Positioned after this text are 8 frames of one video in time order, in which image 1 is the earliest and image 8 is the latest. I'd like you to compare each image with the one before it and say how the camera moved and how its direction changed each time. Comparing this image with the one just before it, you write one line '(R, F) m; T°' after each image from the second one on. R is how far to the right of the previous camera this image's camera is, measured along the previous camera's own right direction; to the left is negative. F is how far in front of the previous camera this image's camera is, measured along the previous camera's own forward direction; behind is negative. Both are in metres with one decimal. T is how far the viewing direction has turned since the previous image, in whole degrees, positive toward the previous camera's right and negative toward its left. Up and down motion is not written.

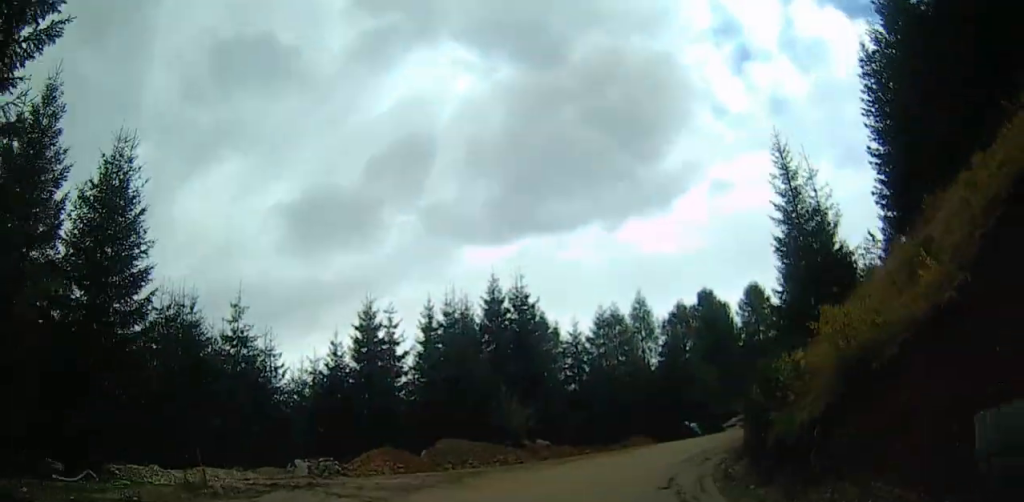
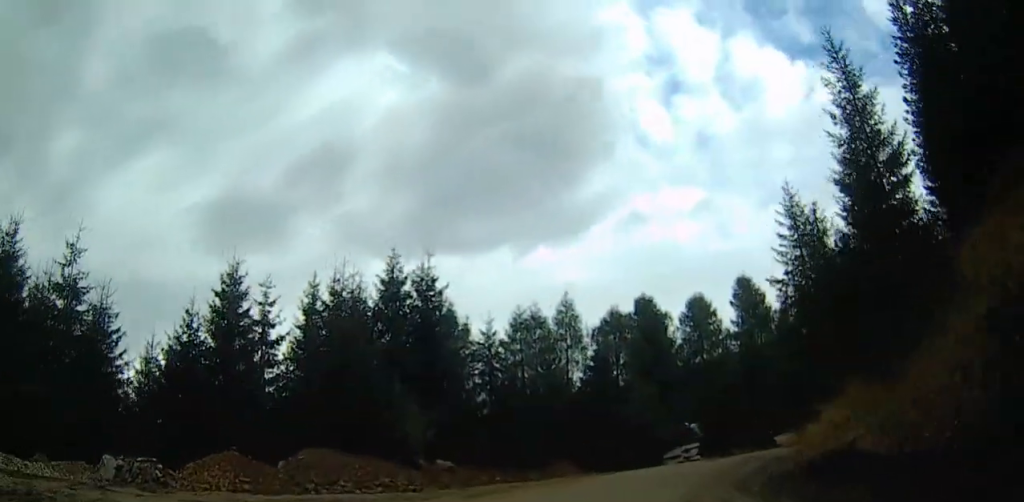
(+1.0, +9.6) m; +13°
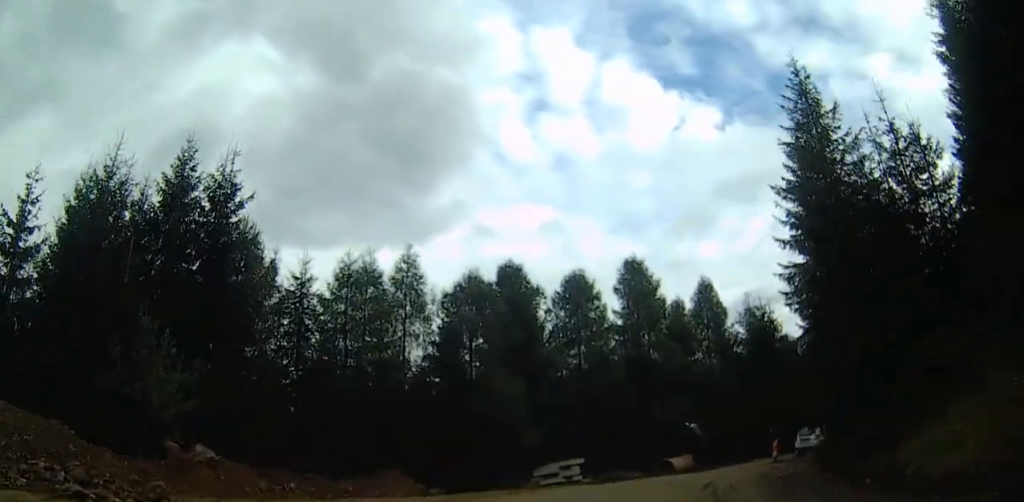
(+2.2, +14.5) m; +17°
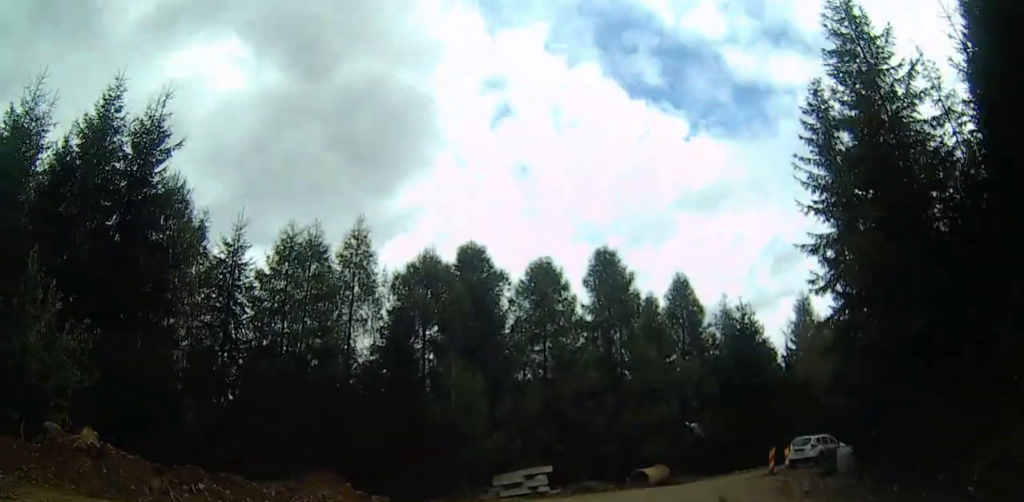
(+0.2, +5.0) m; +7°
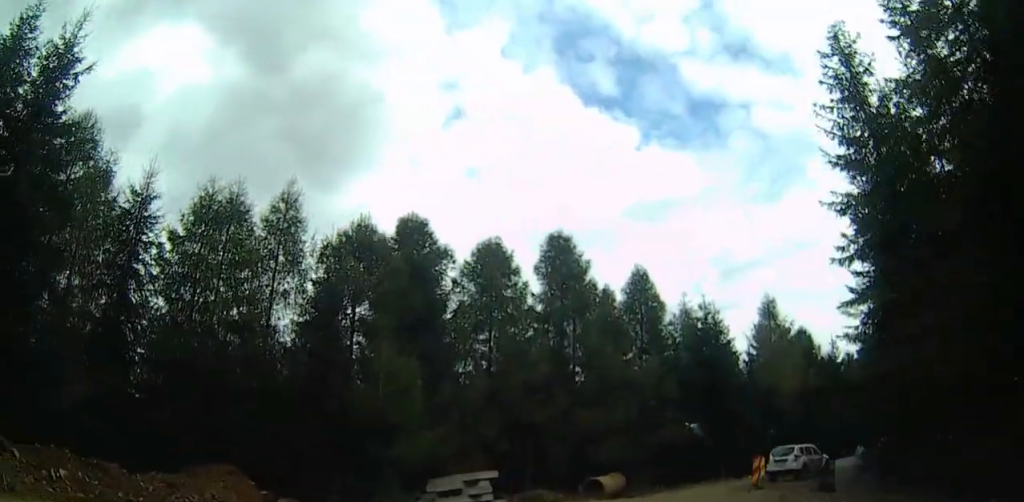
(+0.4, +4.8) m; +6°
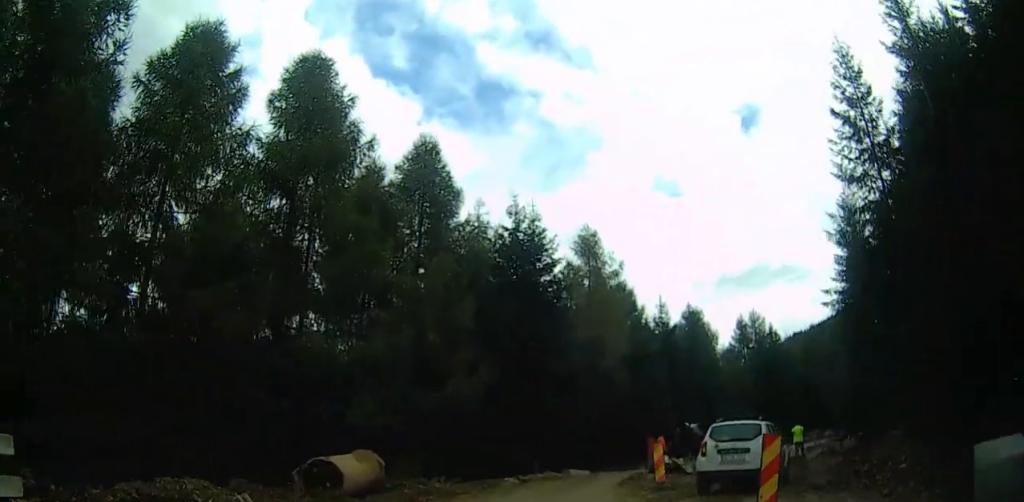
(+2.0, +17.2) m; +12°
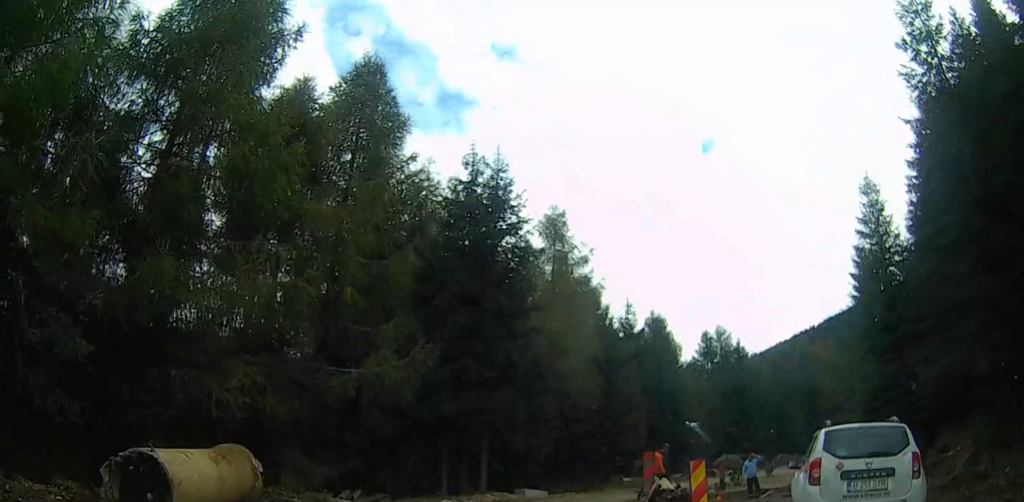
(+0.3, +6.7) m; +7°
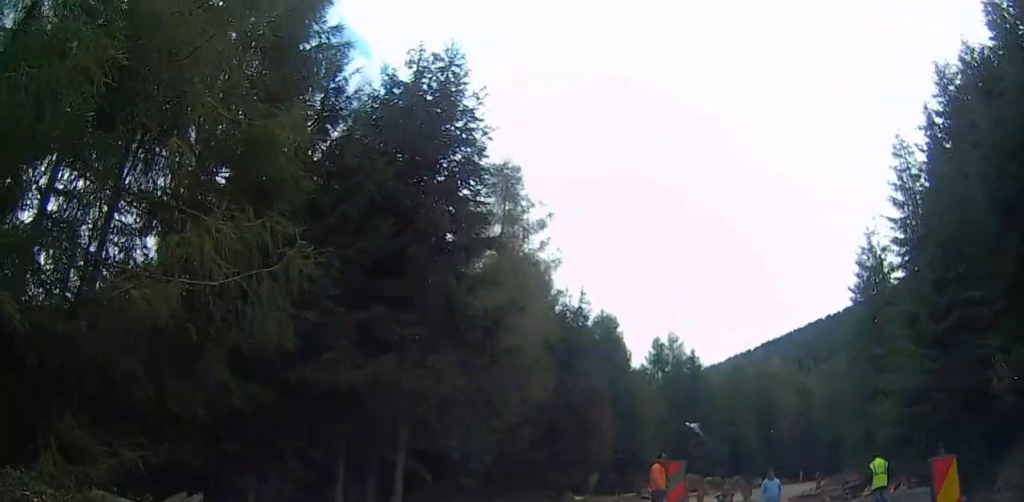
(+0.7, +7.0) m; +6°
